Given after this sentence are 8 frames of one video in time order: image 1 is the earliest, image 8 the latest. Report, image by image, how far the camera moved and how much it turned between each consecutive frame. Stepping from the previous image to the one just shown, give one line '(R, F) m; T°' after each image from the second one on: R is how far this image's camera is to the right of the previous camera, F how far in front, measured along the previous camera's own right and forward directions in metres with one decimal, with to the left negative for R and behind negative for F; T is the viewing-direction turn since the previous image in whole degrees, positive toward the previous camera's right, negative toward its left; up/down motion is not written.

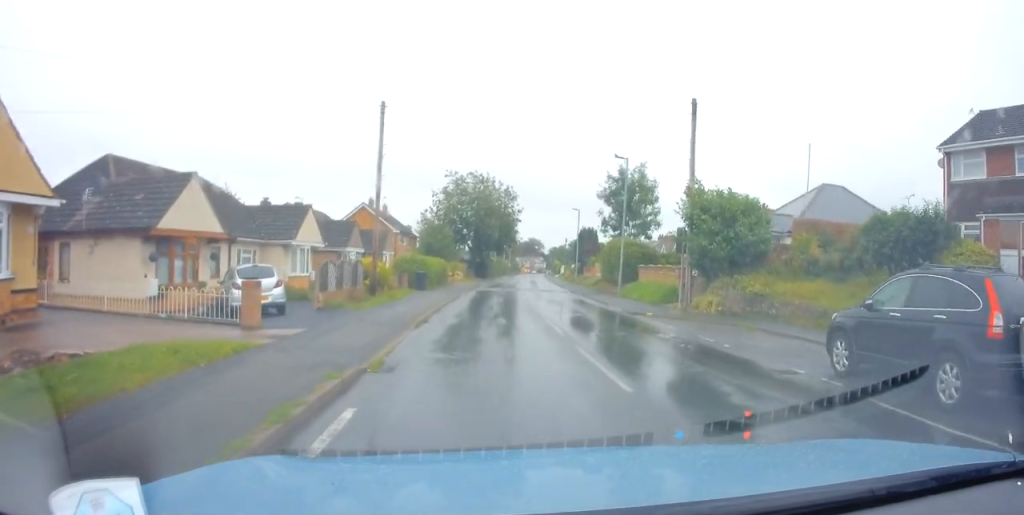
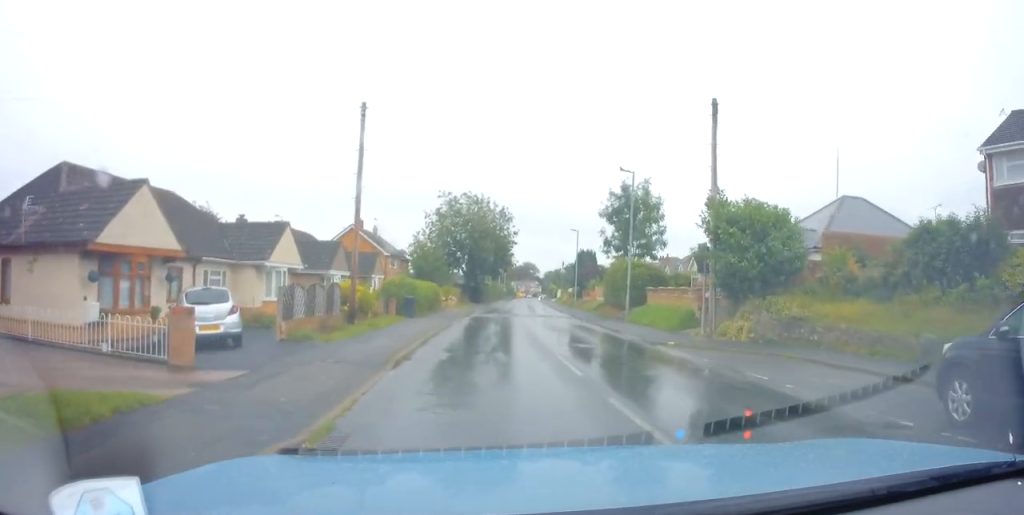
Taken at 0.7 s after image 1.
(-0.3, +3.0) m; 0°
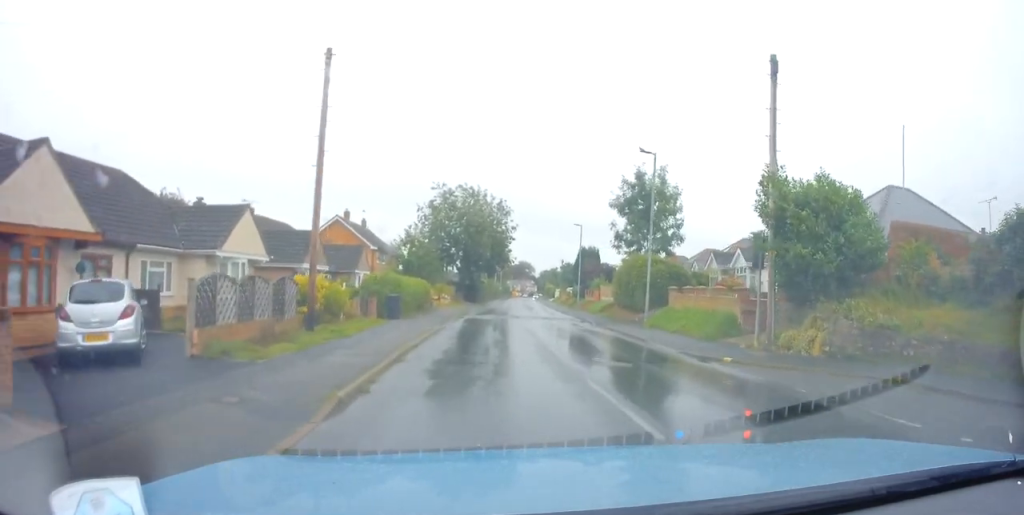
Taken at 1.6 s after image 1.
(+0.2, +4.2) m; +3°
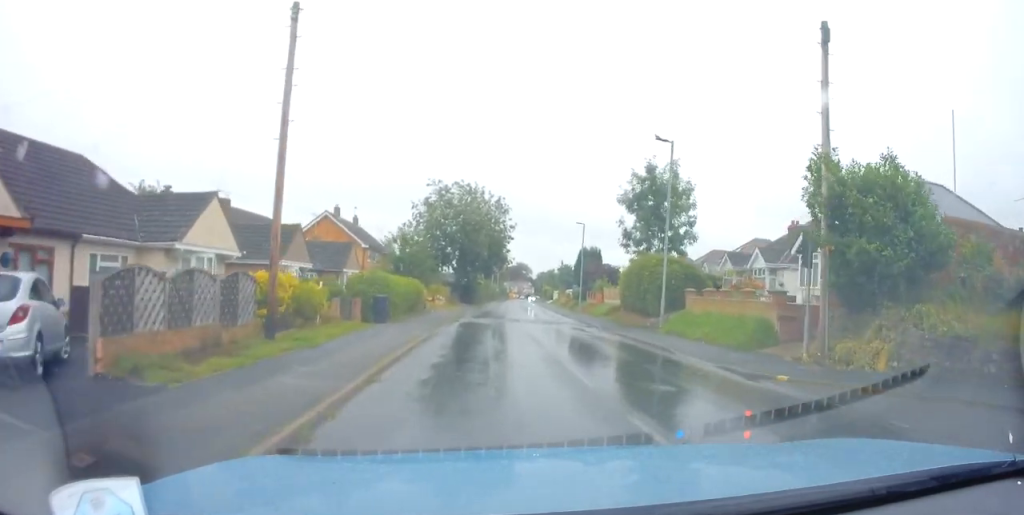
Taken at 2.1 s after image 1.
(+0.1, +2.5) m; 0°
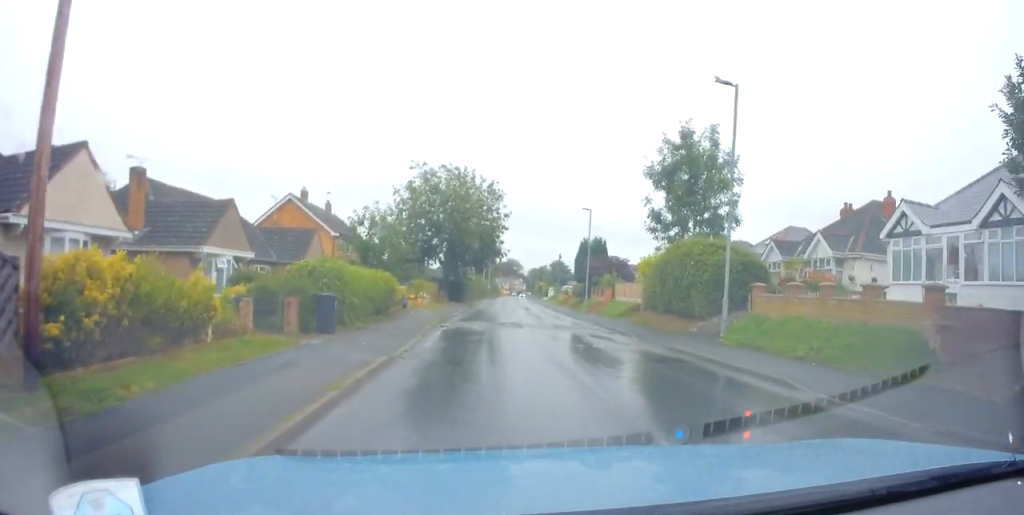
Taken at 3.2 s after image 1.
(-0.3, +6.7) m; -5°
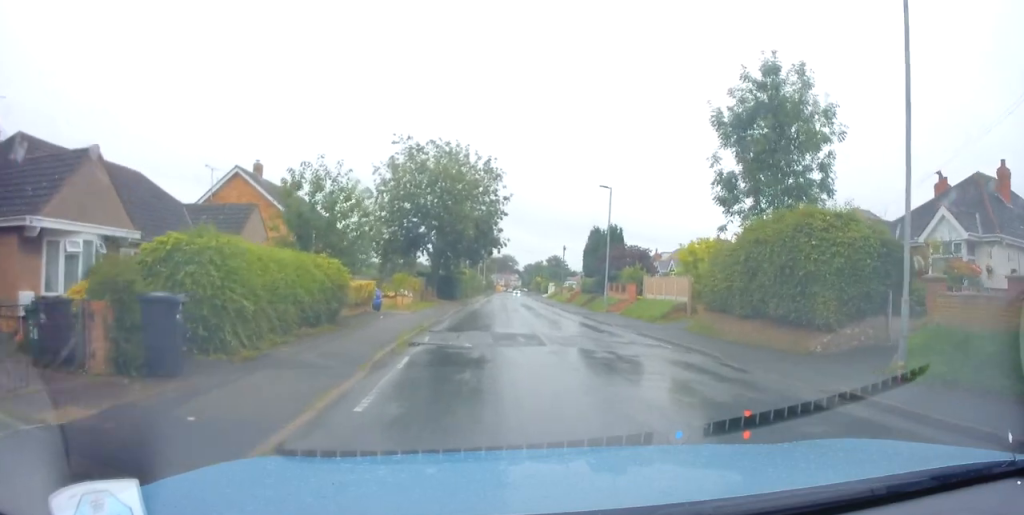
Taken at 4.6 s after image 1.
(0.0, +8.3) m; +5°
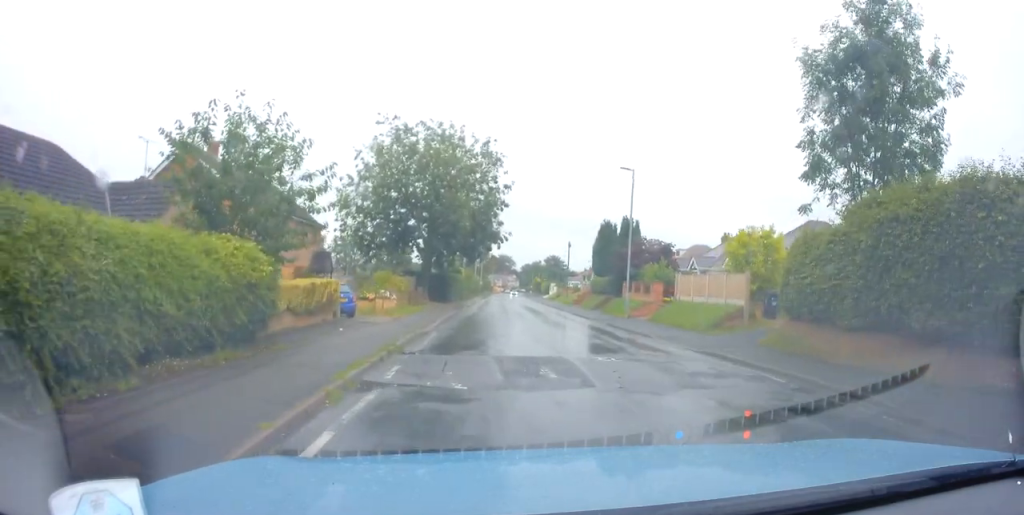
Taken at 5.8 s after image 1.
(+0.3, +5.9) m; +4°
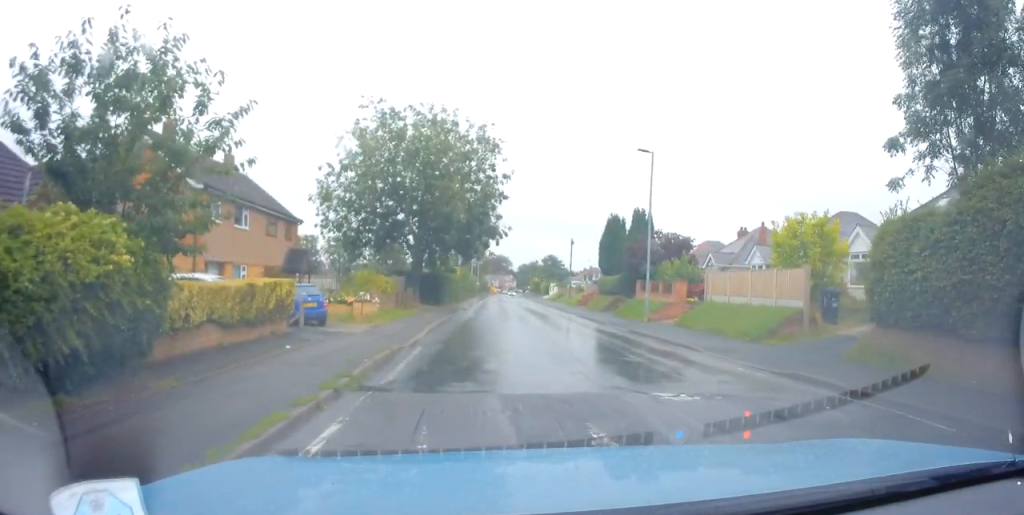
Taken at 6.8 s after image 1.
(+0.1, +4.3) m; -5°
